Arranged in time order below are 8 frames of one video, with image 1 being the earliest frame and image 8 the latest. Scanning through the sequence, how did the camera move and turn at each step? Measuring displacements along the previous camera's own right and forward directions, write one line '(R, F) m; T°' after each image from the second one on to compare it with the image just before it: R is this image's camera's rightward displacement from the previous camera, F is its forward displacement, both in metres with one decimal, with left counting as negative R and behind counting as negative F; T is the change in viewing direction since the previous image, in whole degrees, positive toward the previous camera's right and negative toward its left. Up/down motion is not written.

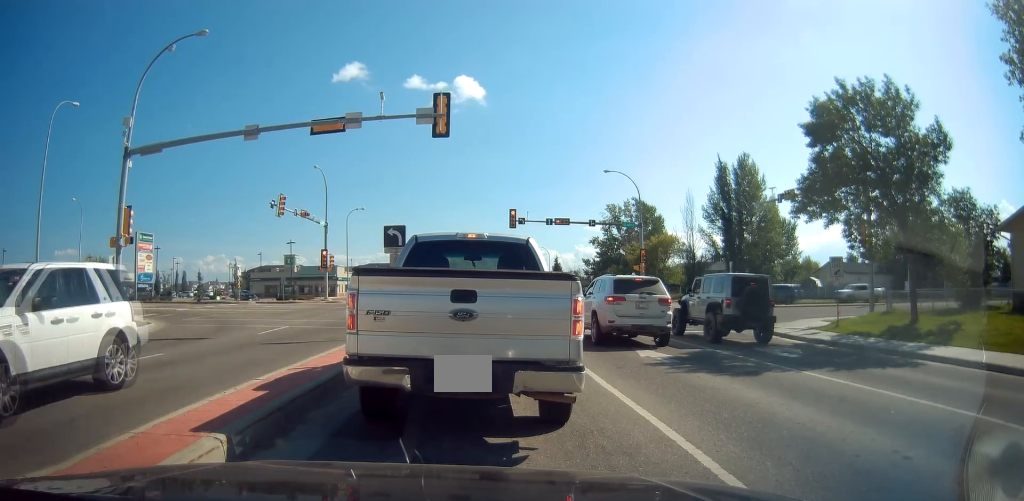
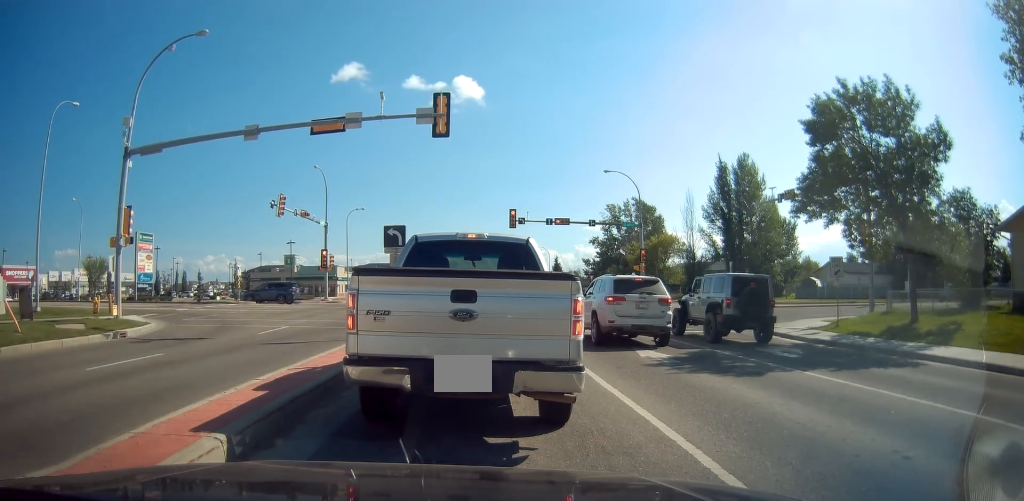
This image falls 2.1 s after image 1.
(0.0, 0.0) m; 0°
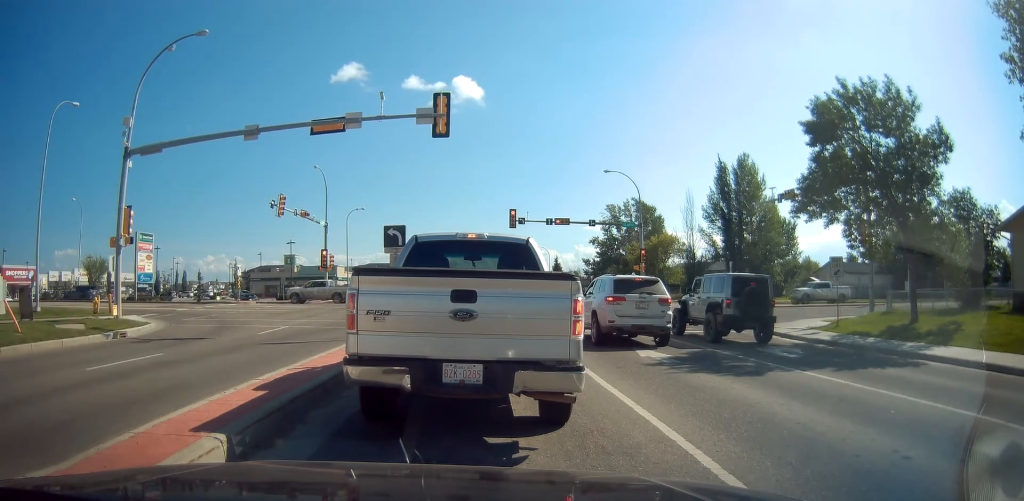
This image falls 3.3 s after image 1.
(0.0, 0.0) m; 0°
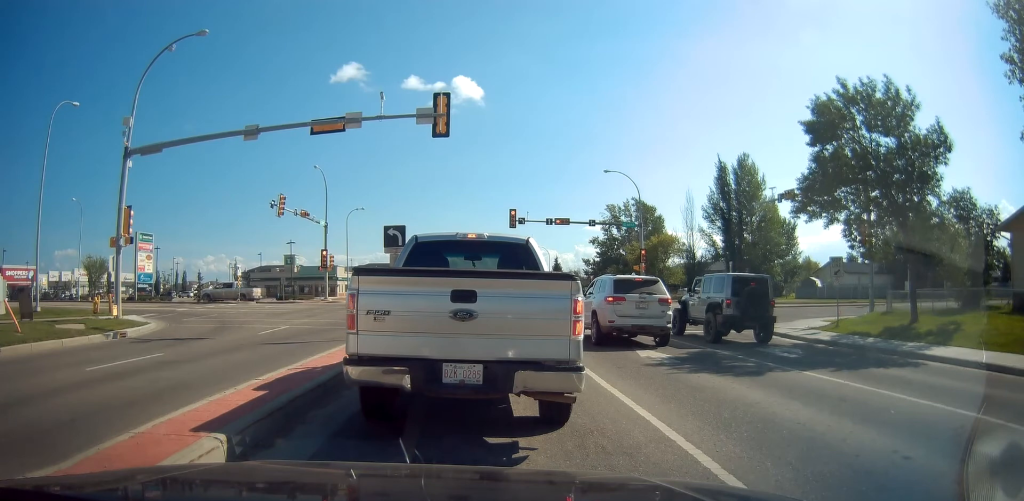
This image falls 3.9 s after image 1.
(0.0, 0.0) m; 0°
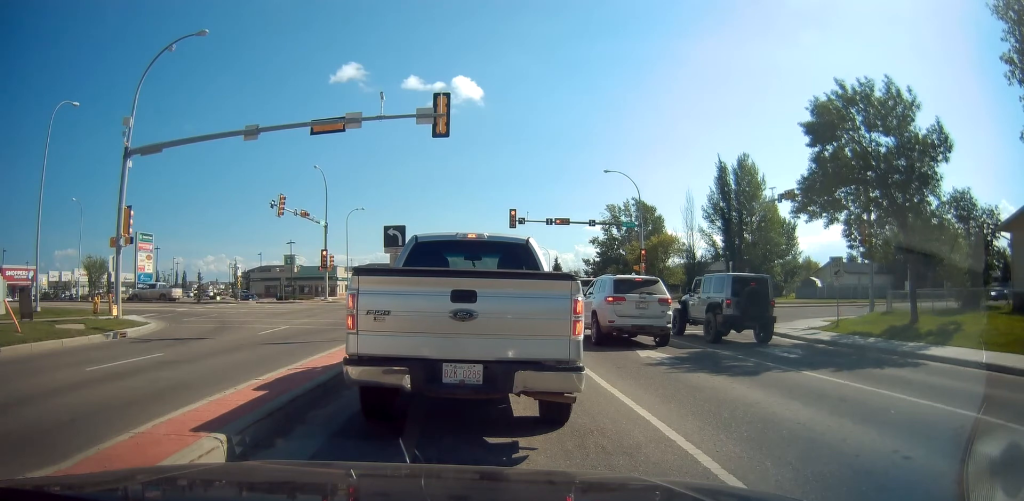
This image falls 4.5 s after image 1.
(0.0, 0.0) m; 0°
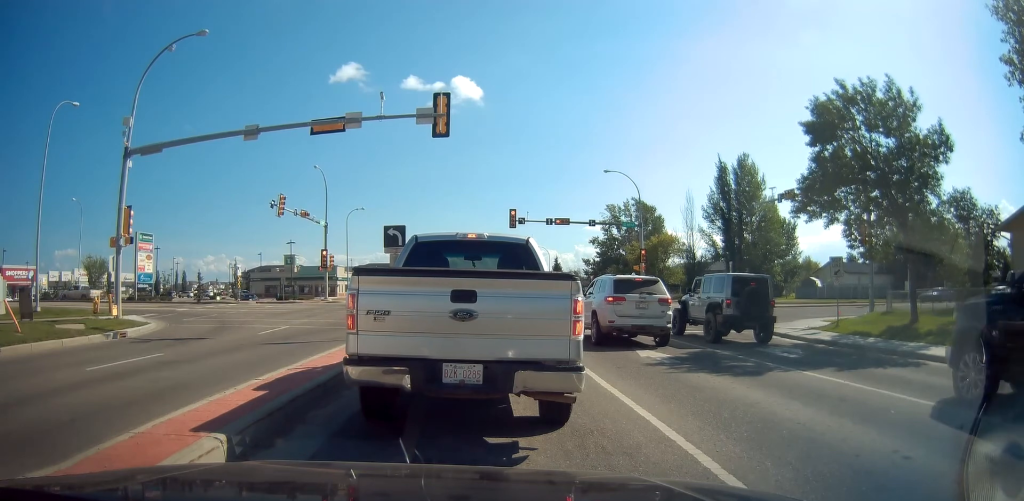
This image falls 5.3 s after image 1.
(0.0, 0.0) m; 0°
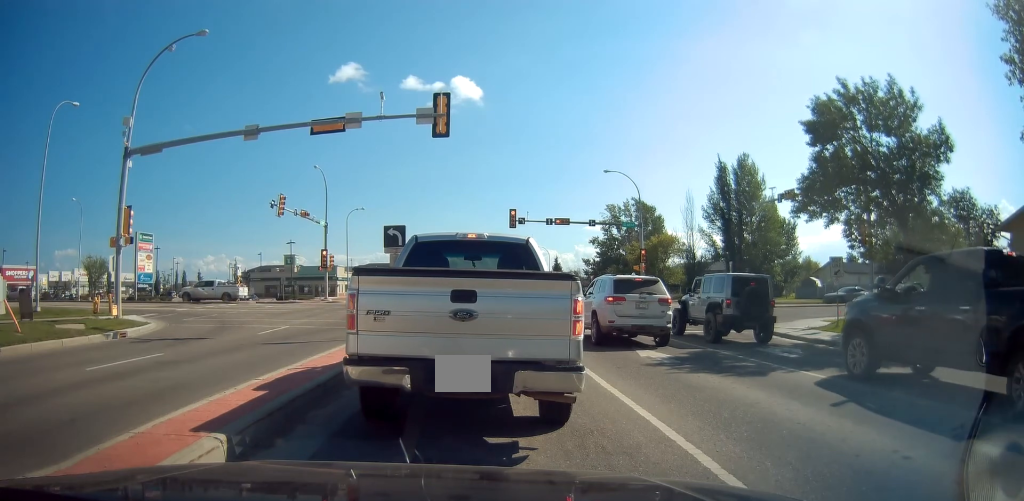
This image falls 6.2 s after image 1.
(0.0, 0.0) m; 0°
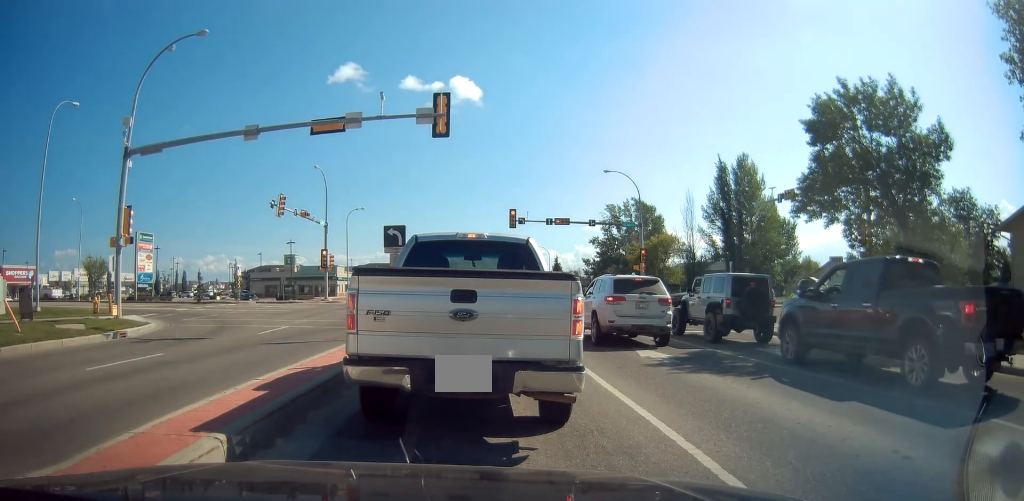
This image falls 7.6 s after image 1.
(0.0, 0.0) m; 0°
